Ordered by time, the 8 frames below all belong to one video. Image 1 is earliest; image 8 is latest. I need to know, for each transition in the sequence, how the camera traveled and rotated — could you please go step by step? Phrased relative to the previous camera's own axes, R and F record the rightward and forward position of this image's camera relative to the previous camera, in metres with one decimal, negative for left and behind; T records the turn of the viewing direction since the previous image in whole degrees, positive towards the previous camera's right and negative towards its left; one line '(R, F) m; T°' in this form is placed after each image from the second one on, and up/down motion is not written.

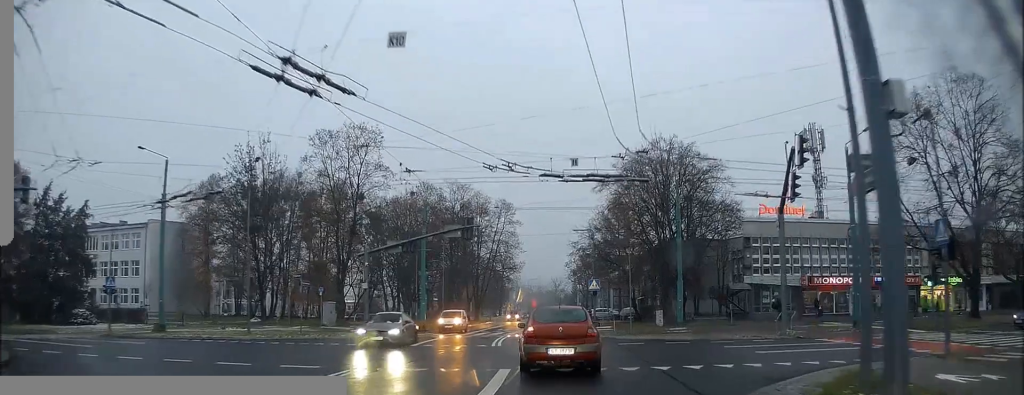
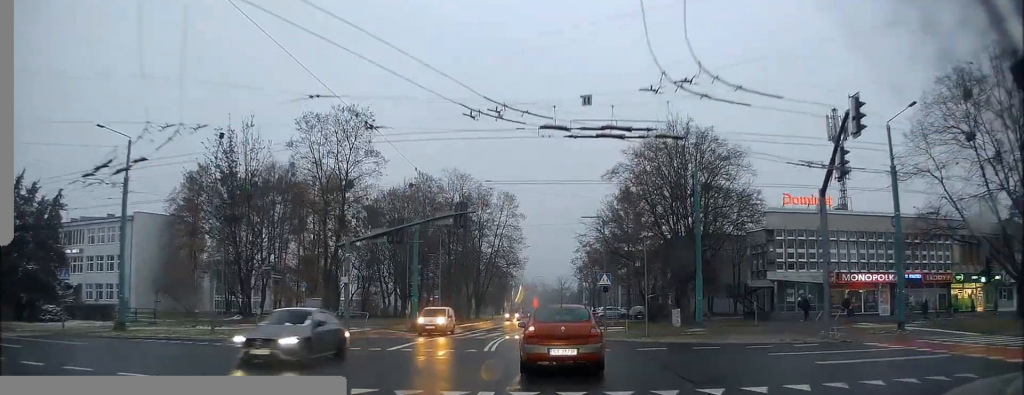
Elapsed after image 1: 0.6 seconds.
(+0.1, +3.8) m; 0°
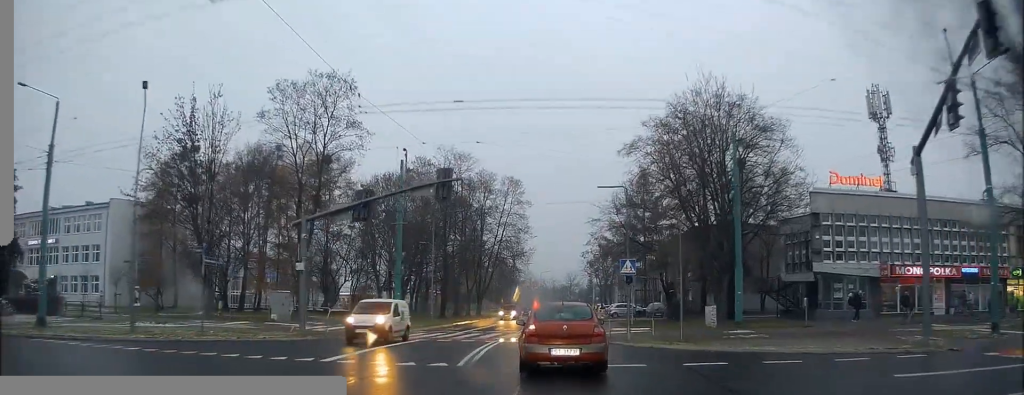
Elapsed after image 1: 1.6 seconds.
(0.0, +6.4) m; 0°
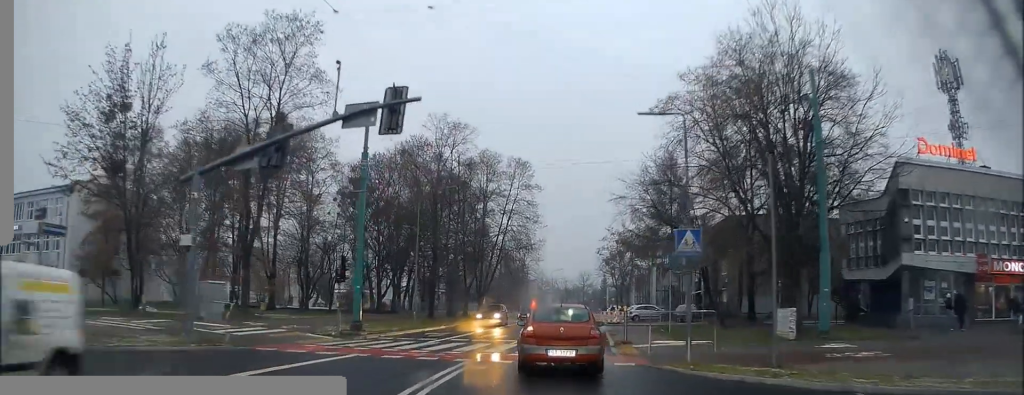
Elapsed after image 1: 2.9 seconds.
(0.0, +9.4) m; -1°
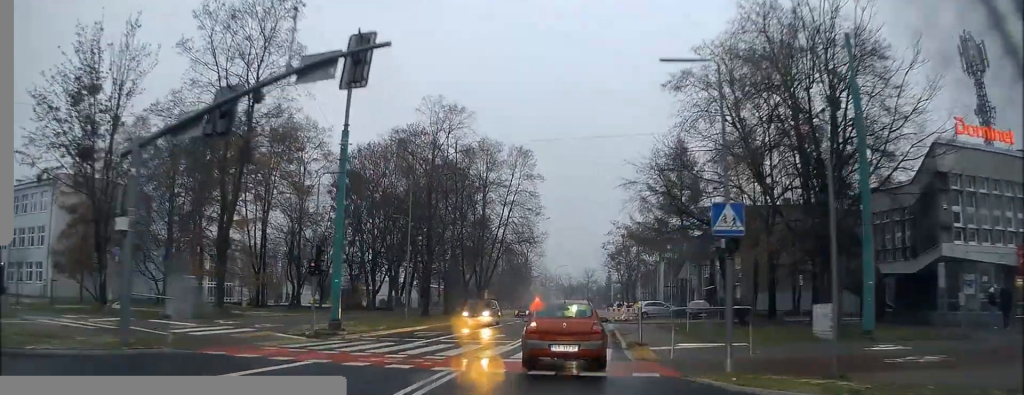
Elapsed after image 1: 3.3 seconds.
(0.0, +3.1) m; 0°
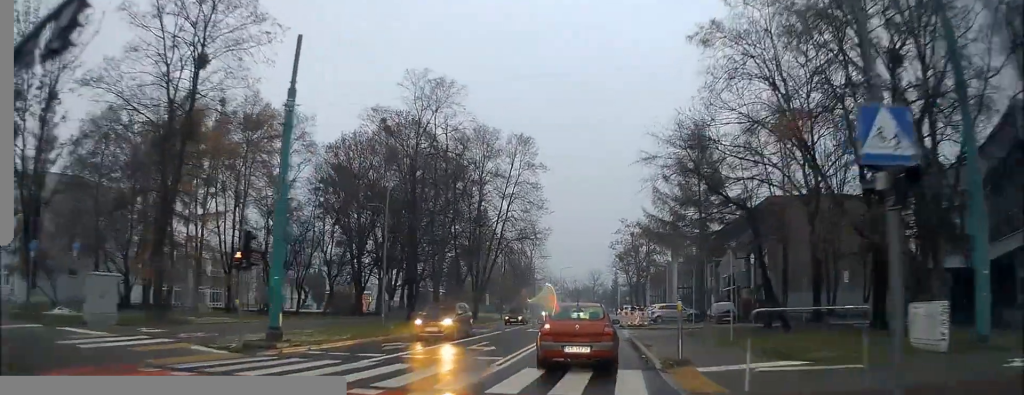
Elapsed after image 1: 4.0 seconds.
(-0.2, +5.8) m; 0°
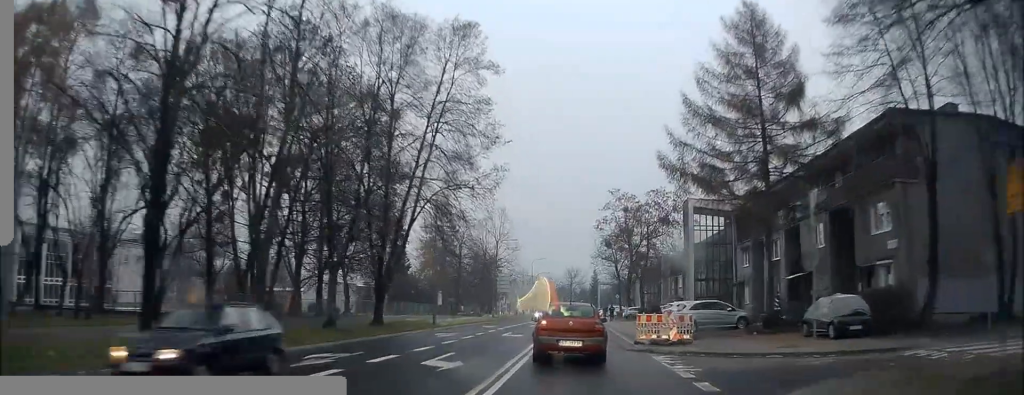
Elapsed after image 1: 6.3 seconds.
(-0.4, +21.4) m; -1°
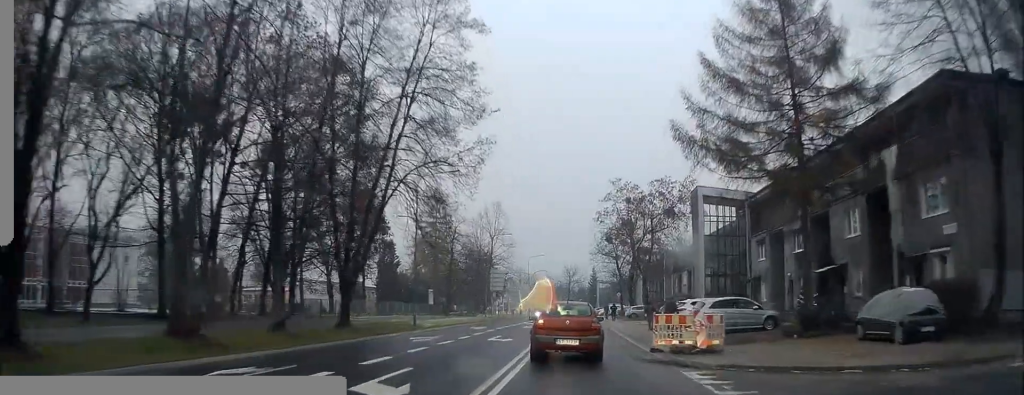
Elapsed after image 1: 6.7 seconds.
(+0.2, +4.7) m; 0°
